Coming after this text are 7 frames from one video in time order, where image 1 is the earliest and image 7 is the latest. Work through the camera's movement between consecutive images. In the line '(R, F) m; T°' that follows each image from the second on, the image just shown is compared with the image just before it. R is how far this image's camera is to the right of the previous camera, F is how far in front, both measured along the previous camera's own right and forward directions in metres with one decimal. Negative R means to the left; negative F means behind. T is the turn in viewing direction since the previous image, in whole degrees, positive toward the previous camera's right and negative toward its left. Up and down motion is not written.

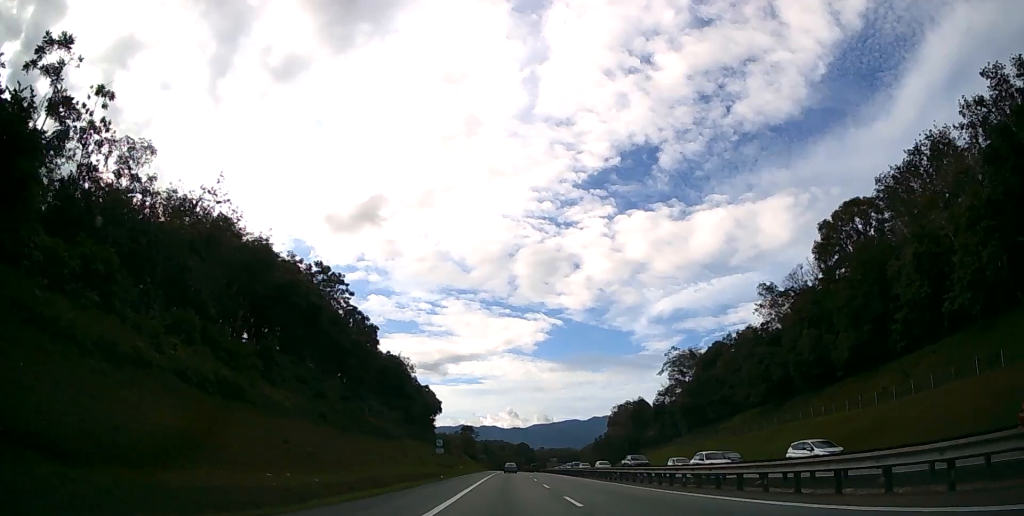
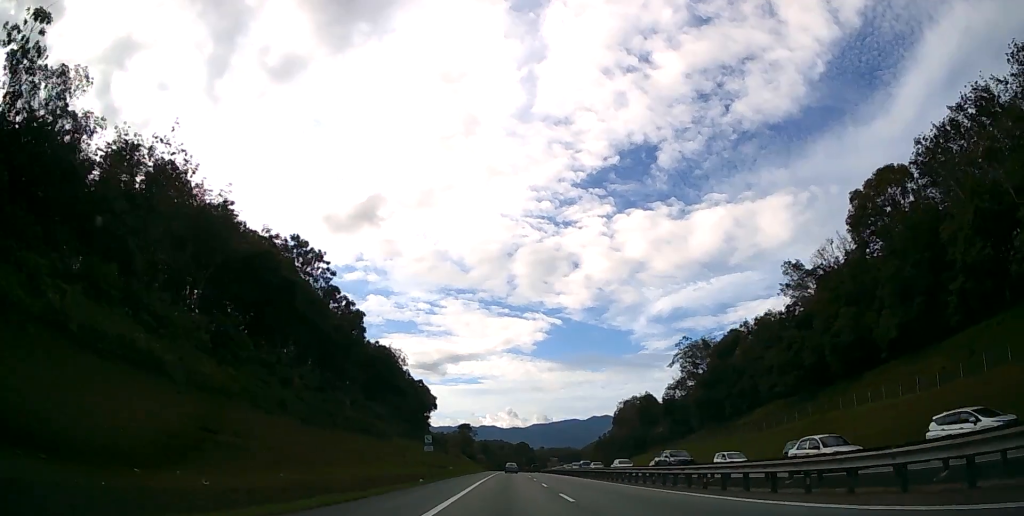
(0.0, +10.1) m; 0°
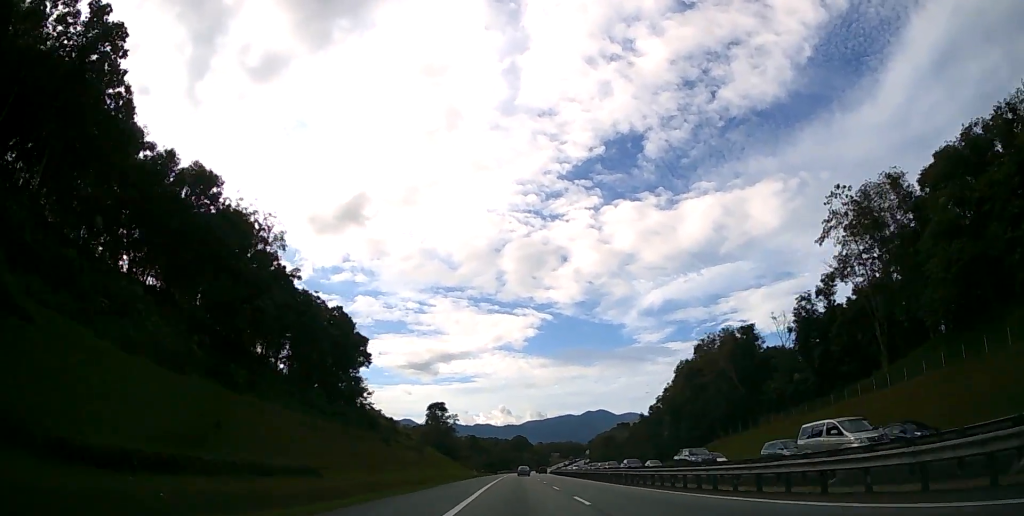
(+0.2, +70.6) m; 0°
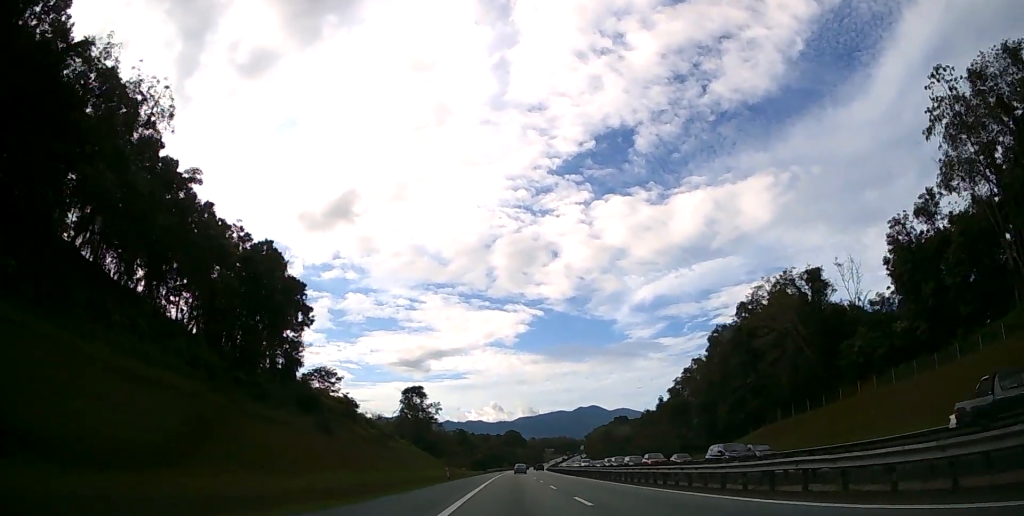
(0.0, +23.8) m; 0°
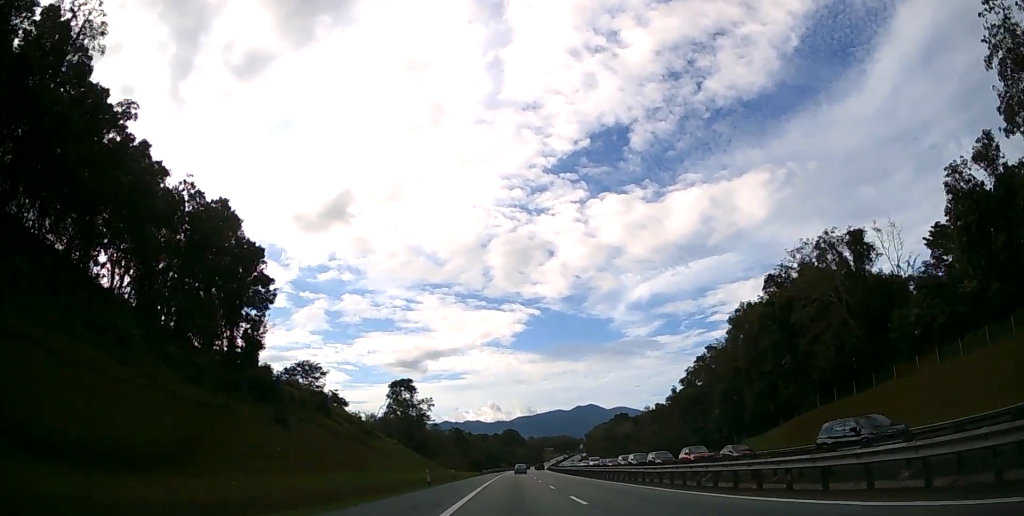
(0.0, +10.6) m; 0°
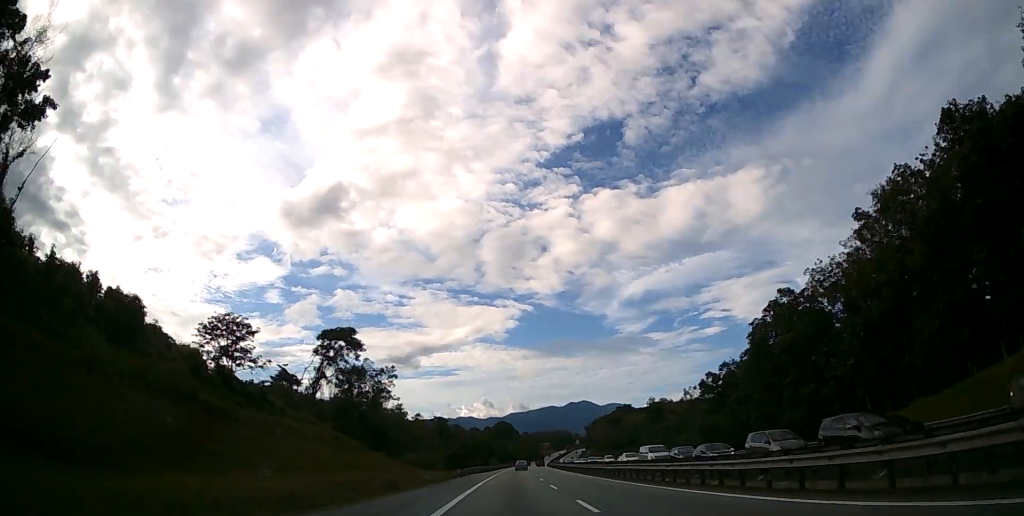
(+0.3, +37.2) m; +1°
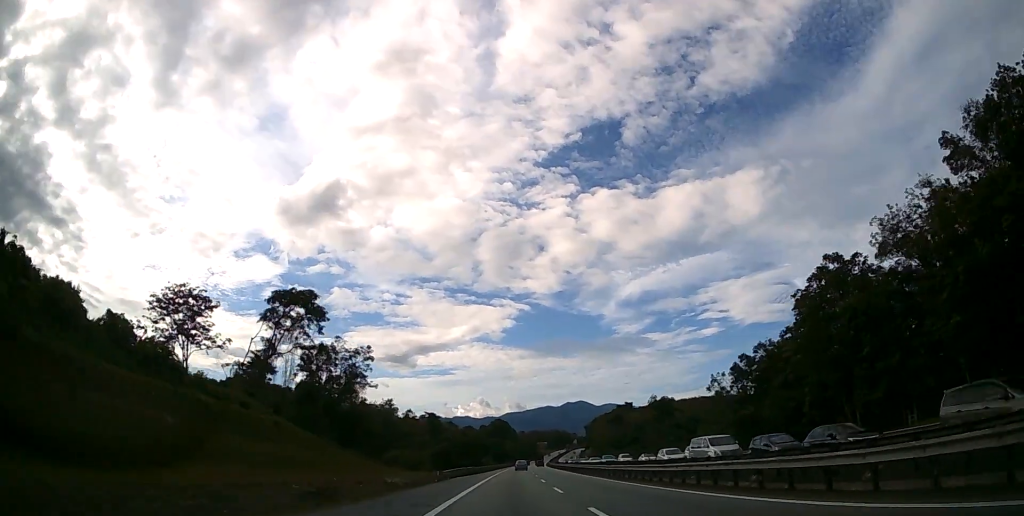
(0.0, +14.7) m; 0°
